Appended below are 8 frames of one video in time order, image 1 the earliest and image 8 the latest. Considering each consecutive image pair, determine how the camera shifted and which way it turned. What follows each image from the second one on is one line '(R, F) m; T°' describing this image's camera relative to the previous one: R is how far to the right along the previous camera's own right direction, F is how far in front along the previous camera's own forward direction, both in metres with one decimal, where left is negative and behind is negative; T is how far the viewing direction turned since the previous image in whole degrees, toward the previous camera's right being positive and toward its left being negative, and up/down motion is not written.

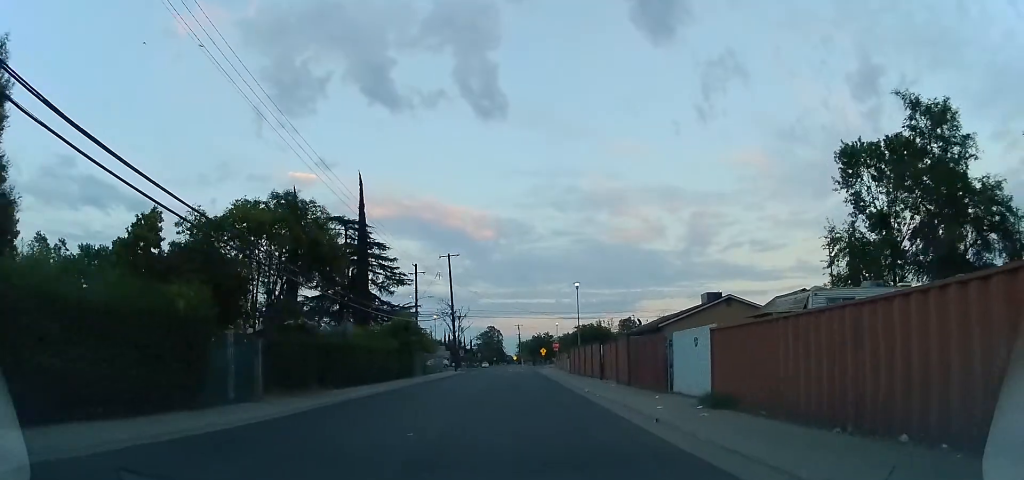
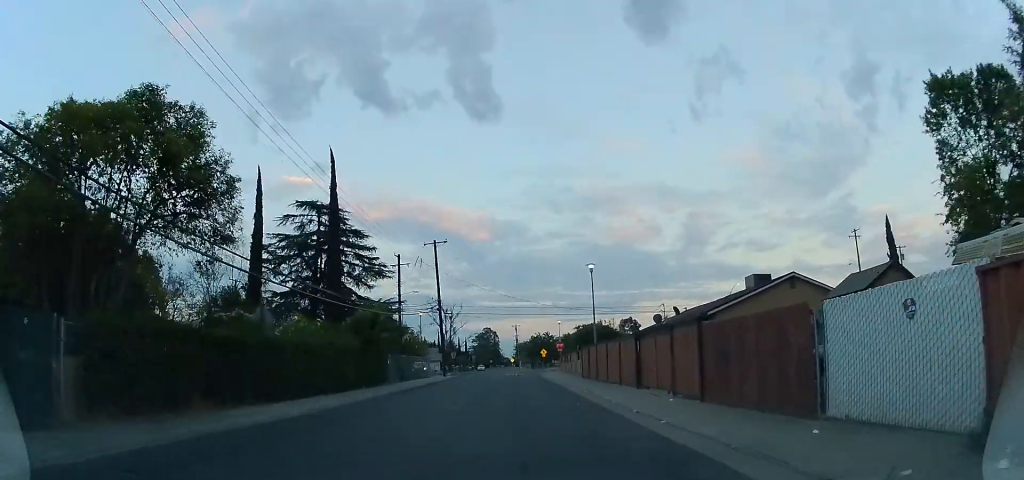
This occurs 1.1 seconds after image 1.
(0.0, +7.7) m; 0°
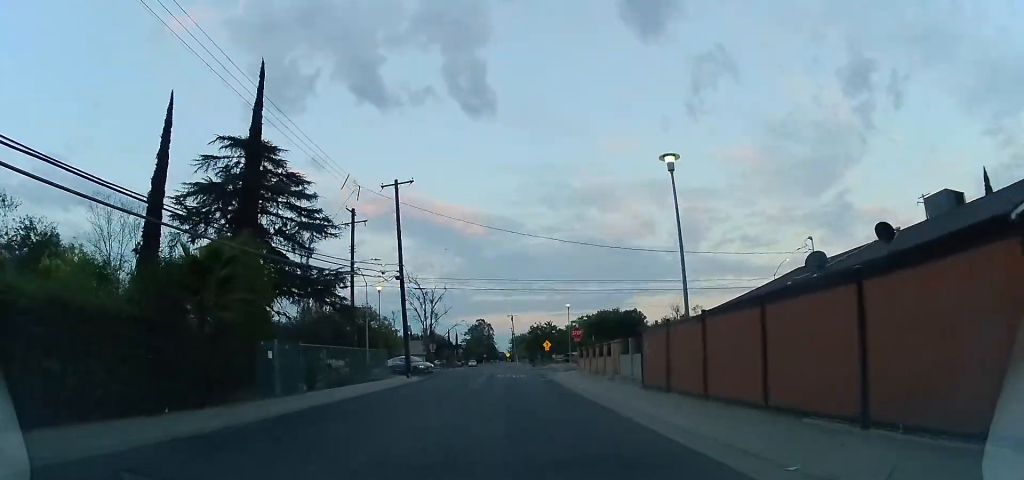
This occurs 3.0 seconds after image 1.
(0.0, +16.1) m; 0°
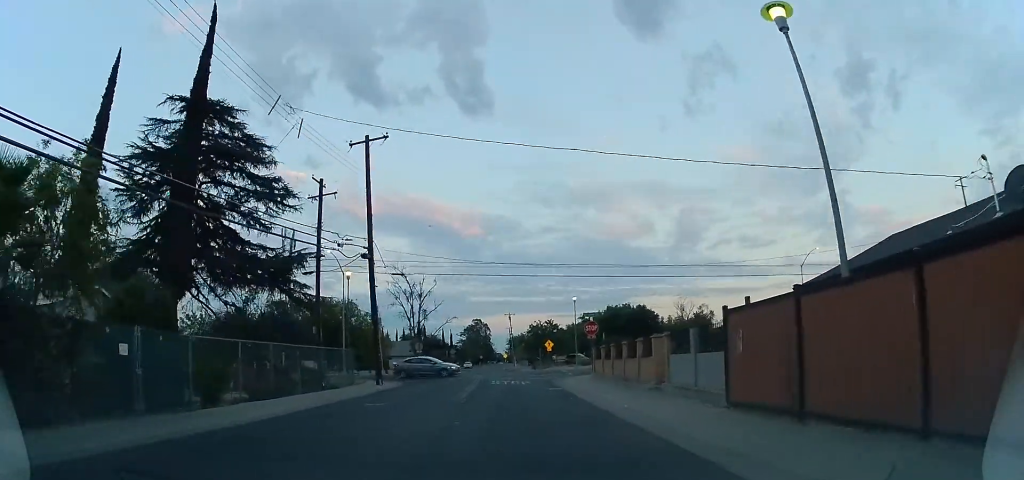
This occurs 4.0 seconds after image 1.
(0.0, +7.8) m; 0°
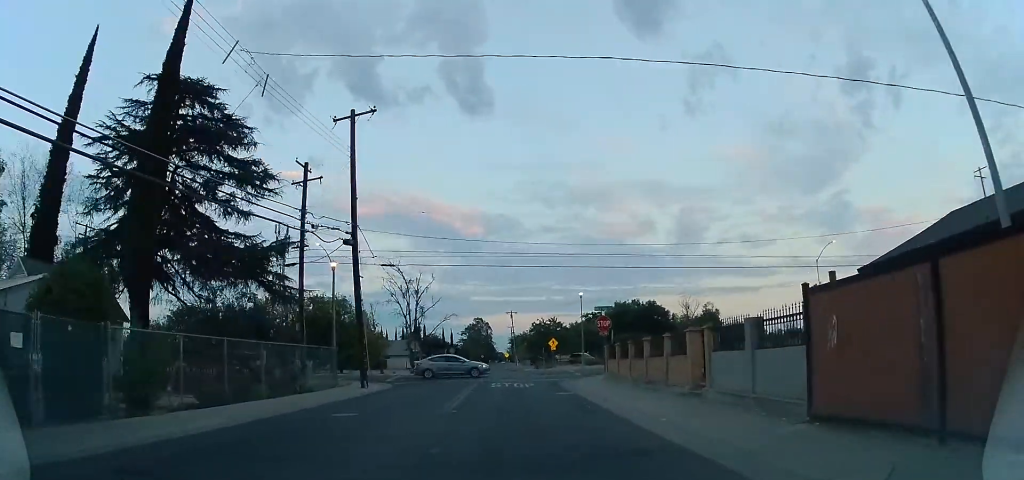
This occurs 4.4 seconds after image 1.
(0.0, +3.3) m; 0°
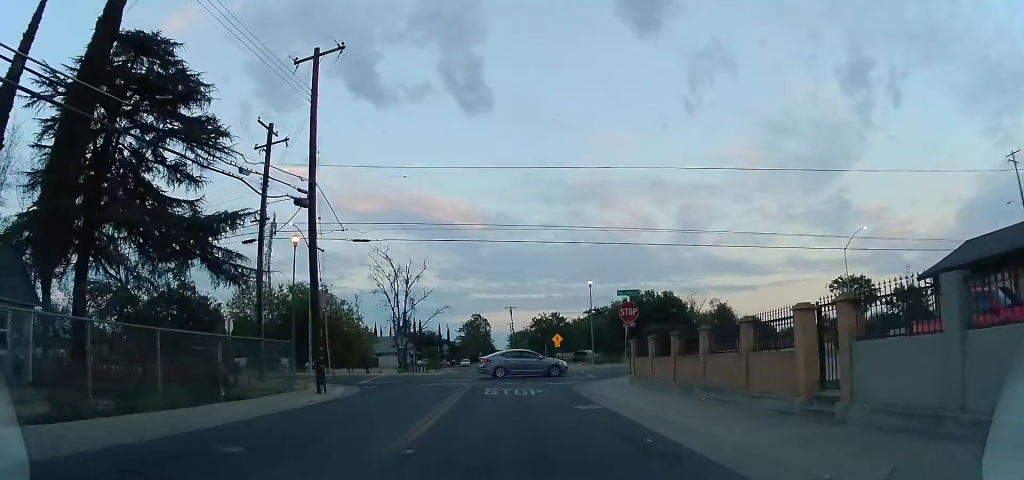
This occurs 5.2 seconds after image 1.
(0.0, +5.8) m; +1°
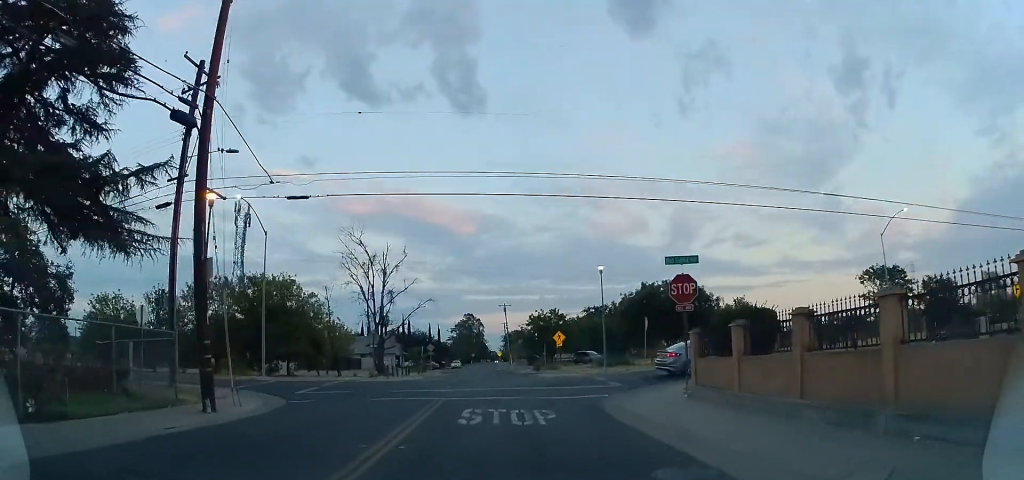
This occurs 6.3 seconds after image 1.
(+0.2, +7.6) m; +4°
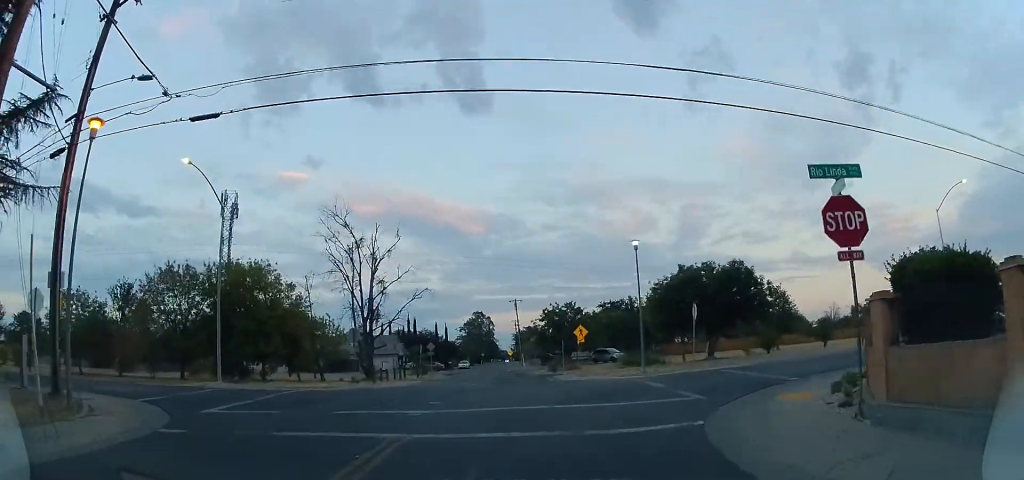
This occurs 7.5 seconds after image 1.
(+0.2, +7.8) m; -2°
